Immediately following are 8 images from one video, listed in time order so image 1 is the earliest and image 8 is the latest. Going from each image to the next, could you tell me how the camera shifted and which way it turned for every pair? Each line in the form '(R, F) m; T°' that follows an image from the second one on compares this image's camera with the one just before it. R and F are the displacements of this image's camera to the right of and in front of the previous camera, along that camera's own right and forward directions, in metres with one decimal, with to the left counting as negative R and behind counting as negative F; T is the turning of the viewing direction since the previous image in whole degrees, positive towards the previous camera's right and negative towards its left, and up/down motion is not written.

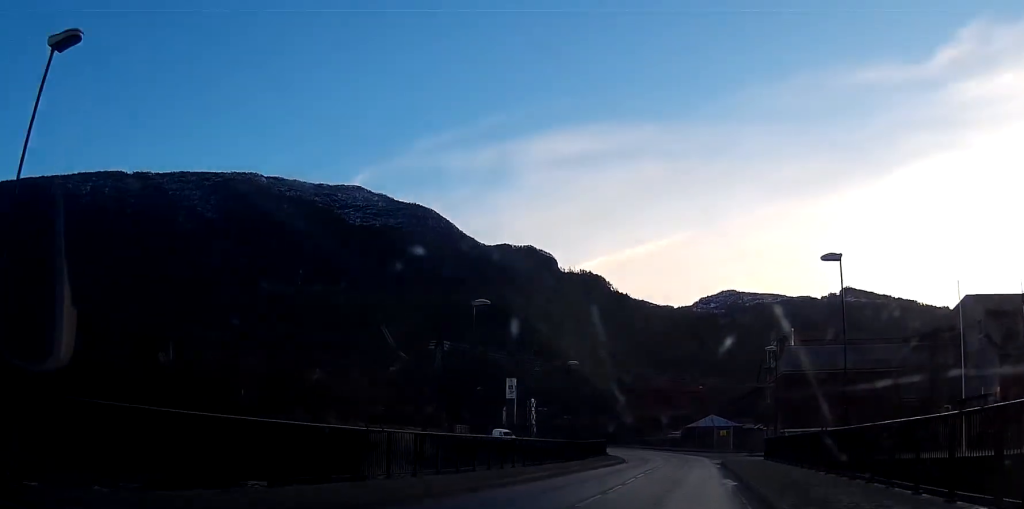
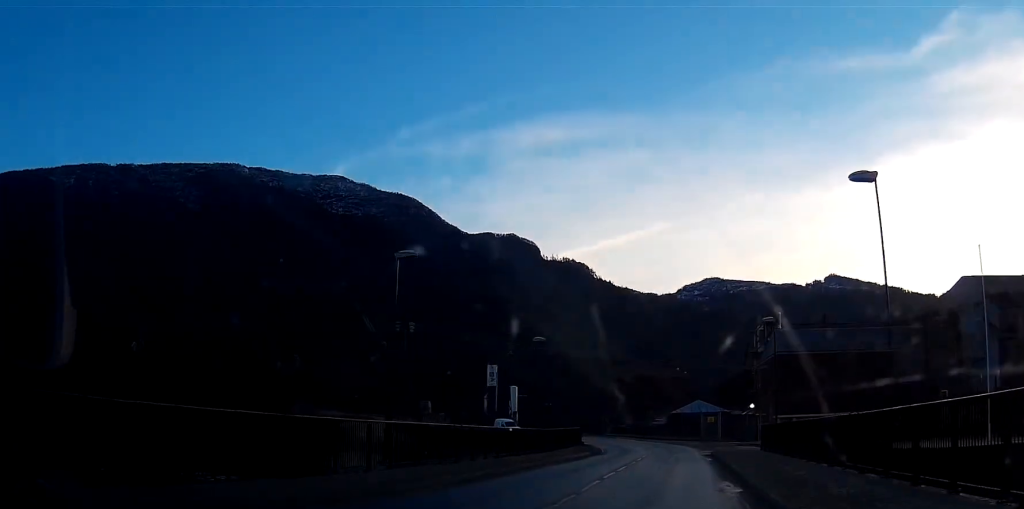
(+0.3, +6.2) m; +1°
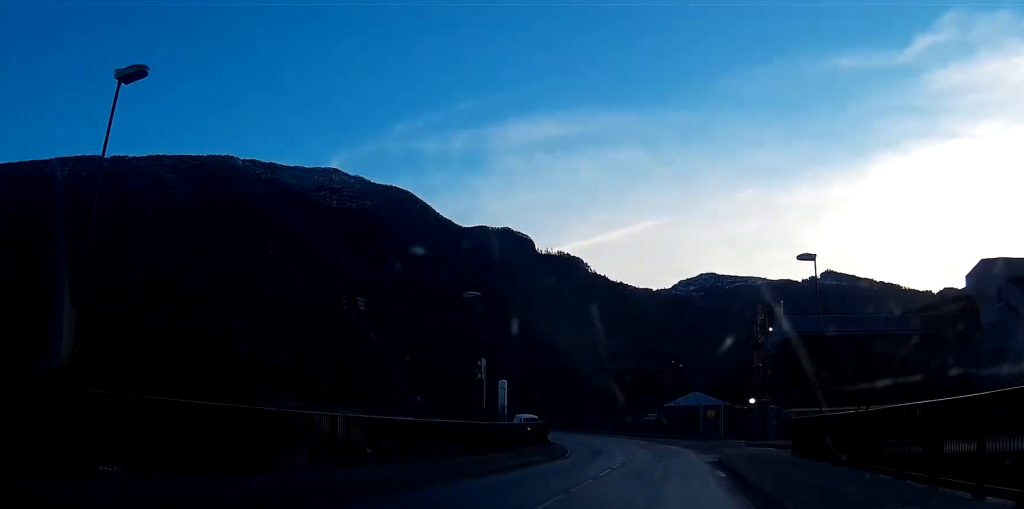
(+0.1, +12.6) m; +1°
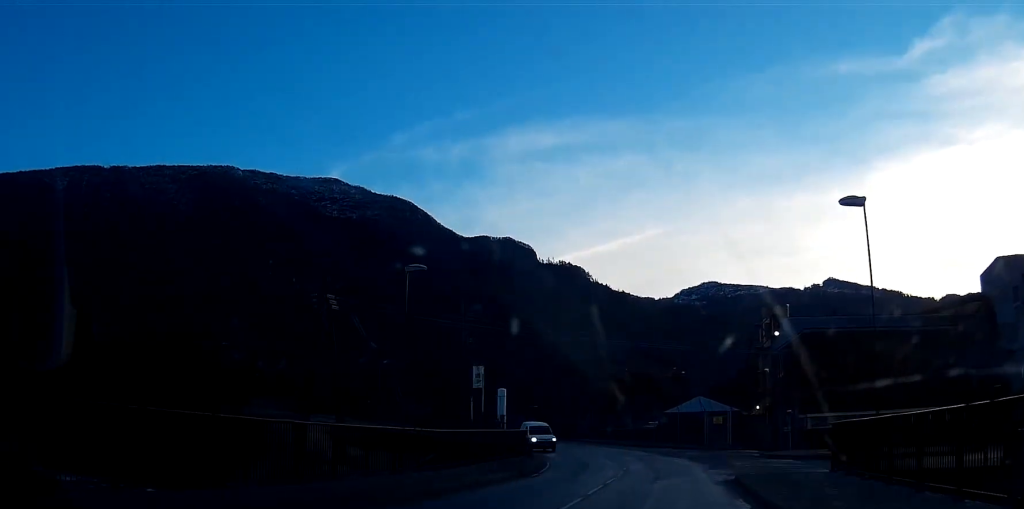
(0.0, +6.9) m; 0°
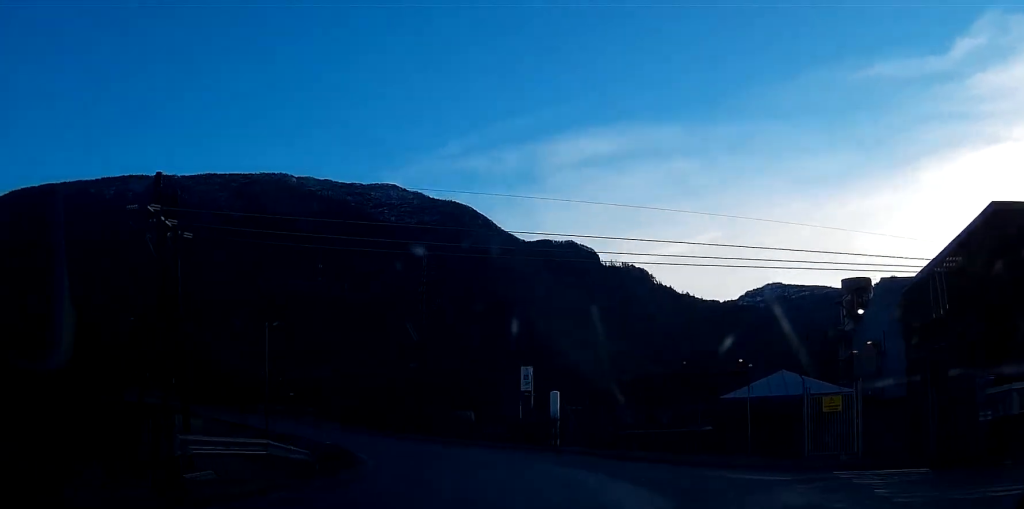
(-1.2, +31.0) m; -9°
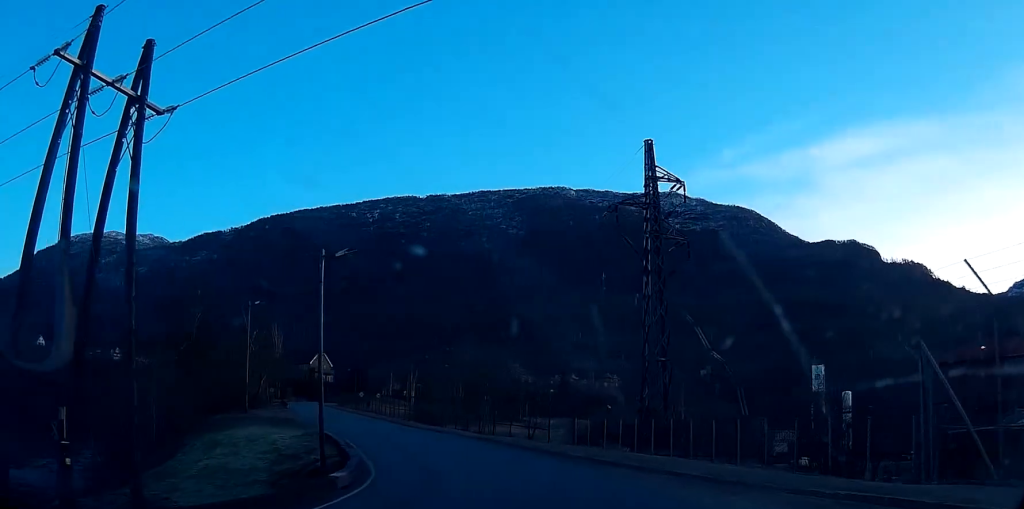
(-4.1, +24.6) m; -20°
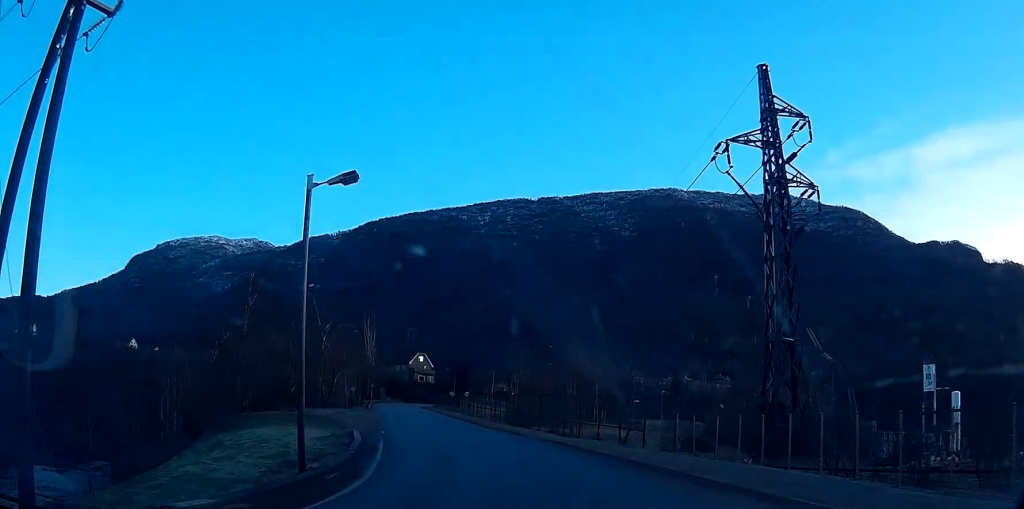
(-0.8, +8.8) m; -8°
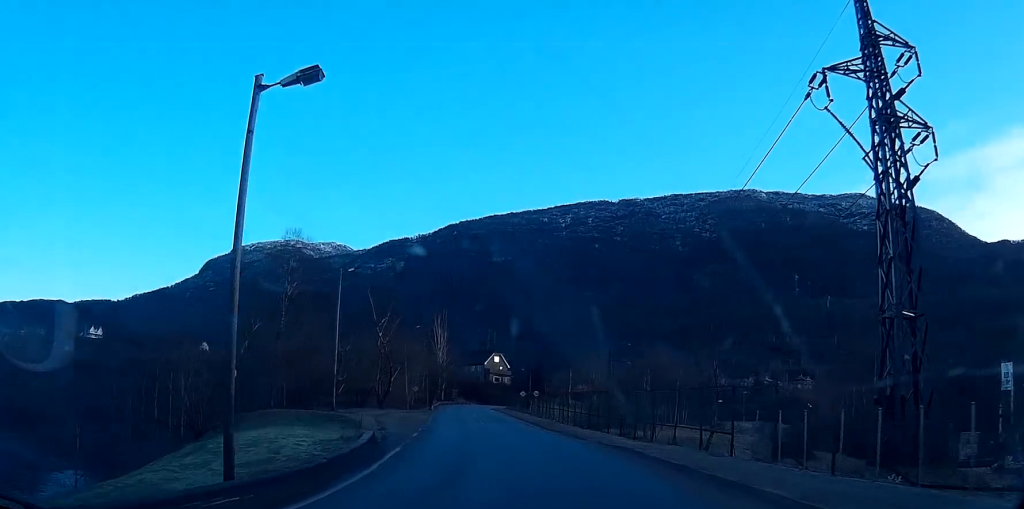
(0.0, +6.3) m; -6°
